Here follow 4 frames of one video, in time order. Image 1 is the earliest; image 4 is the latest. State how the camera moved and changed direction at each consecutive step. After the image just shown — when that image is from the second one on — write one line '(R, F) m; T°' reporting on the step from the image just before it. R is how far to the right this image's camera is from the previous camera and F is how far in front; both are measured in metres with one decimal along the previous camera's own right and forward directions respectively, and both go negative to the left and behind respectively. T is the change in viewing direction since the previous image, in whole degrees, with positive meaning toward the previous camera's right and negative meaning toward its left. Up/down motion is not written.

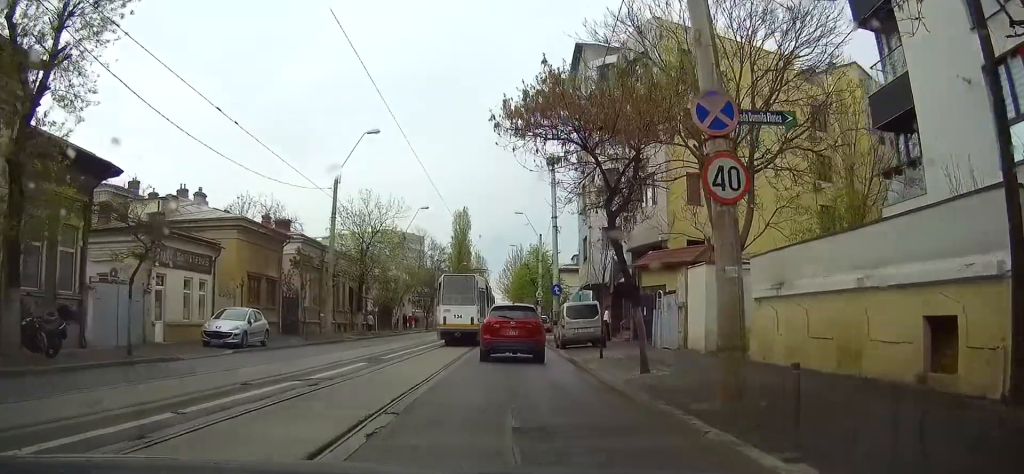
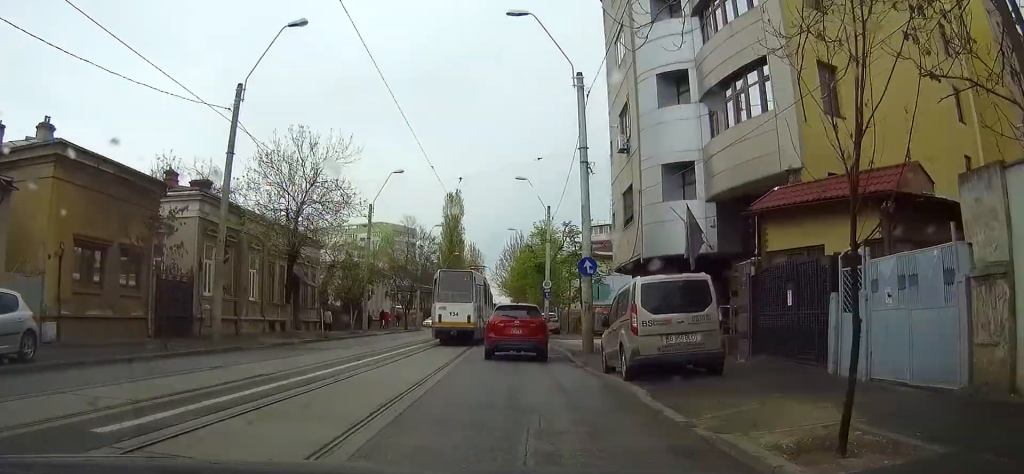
(-0.2, +15.7) m; +2°
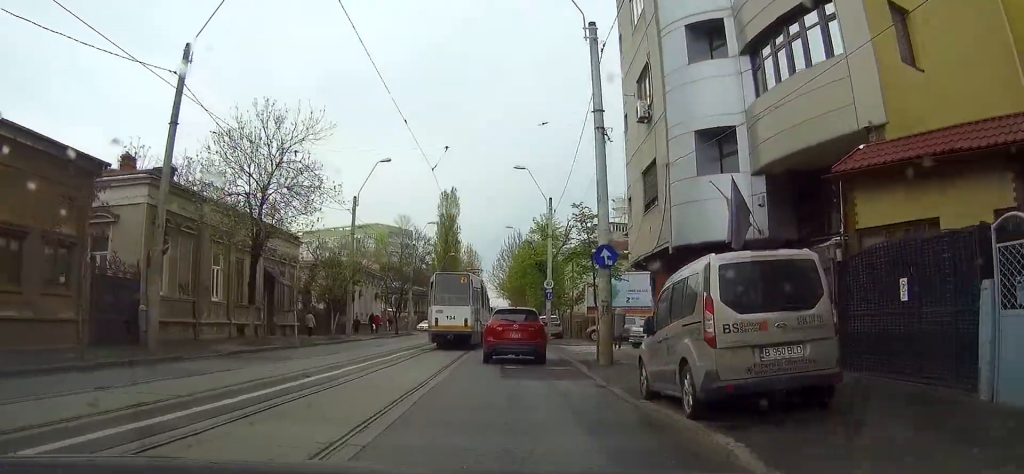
(+0.1, +4.7) m; +1°
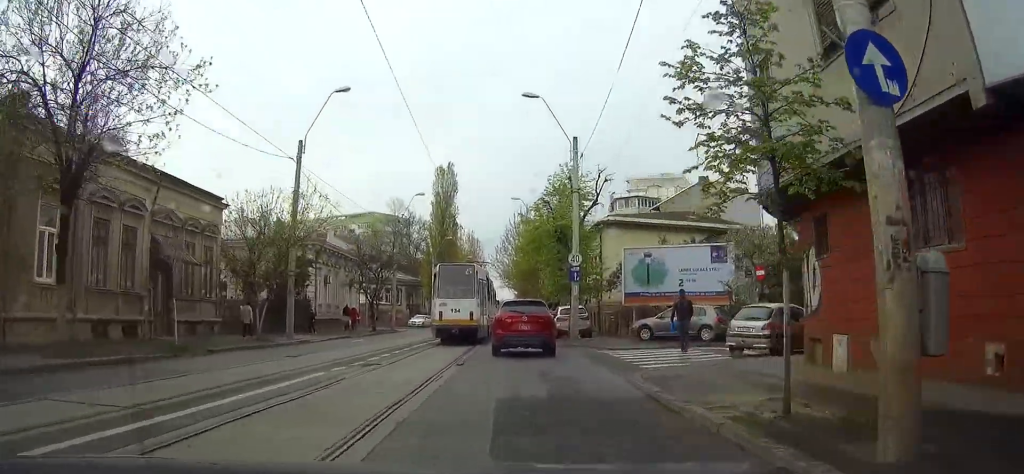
(+0.1, +14.3) m; +1°
